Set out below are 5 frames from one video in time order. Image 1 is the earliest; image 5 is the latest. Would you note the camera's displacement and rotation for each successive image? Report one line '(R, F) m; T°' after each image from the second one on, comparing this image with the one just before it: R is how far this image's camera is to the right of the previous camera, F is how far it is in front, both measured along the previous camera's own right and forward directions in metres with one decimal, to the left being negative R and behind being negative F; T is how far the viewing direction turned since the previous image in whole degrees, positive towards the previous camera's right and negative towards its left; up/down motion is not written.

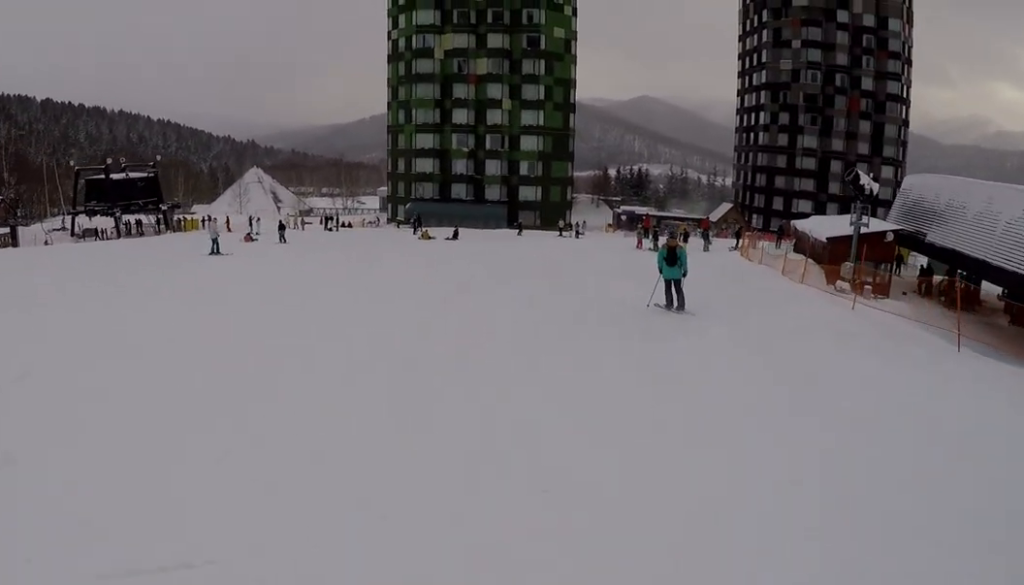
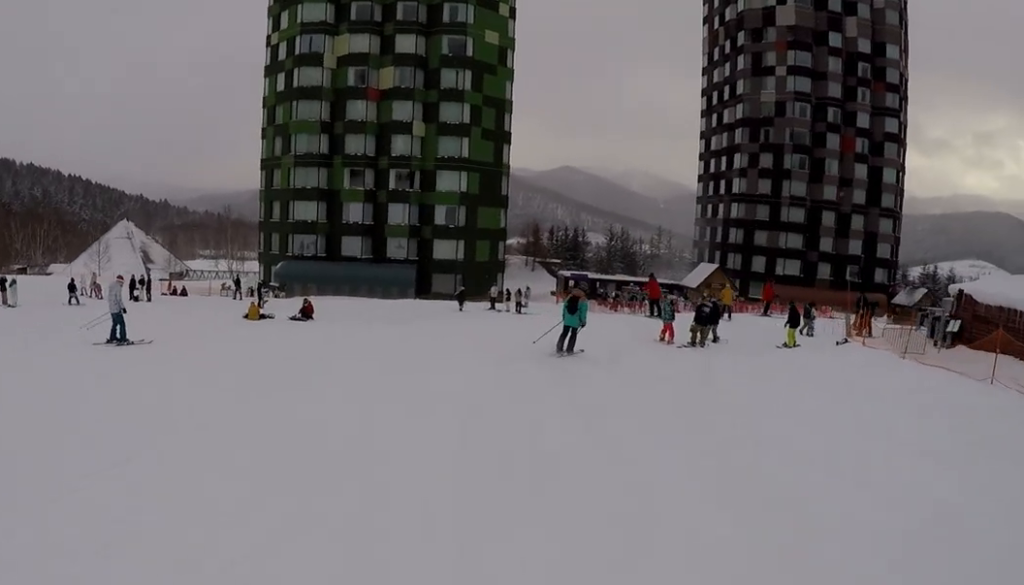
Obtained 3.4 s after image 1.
(-0.5, +22.7) m; +6°
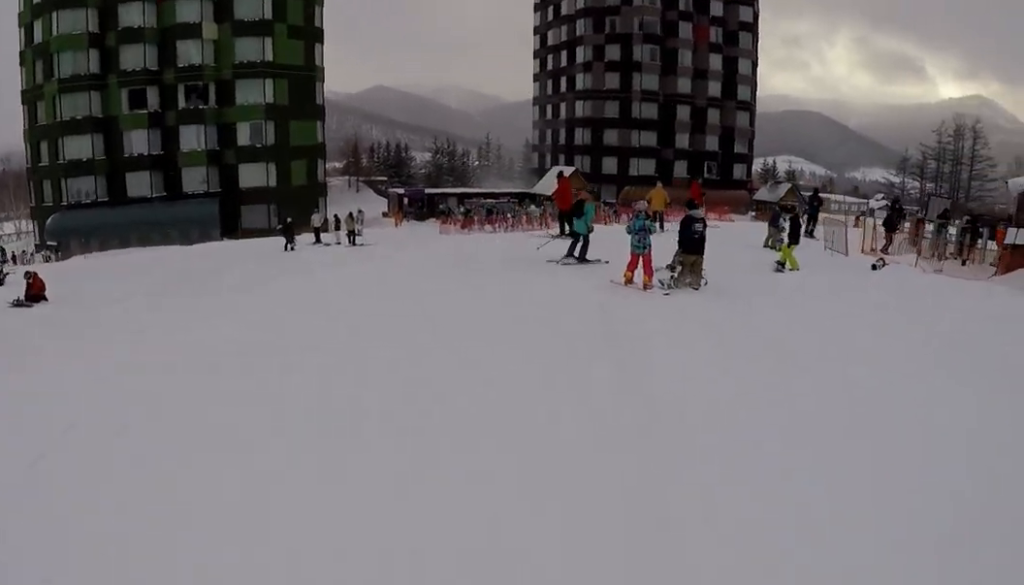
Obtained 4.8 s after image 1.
(+0.7, +8.6) m; +14°
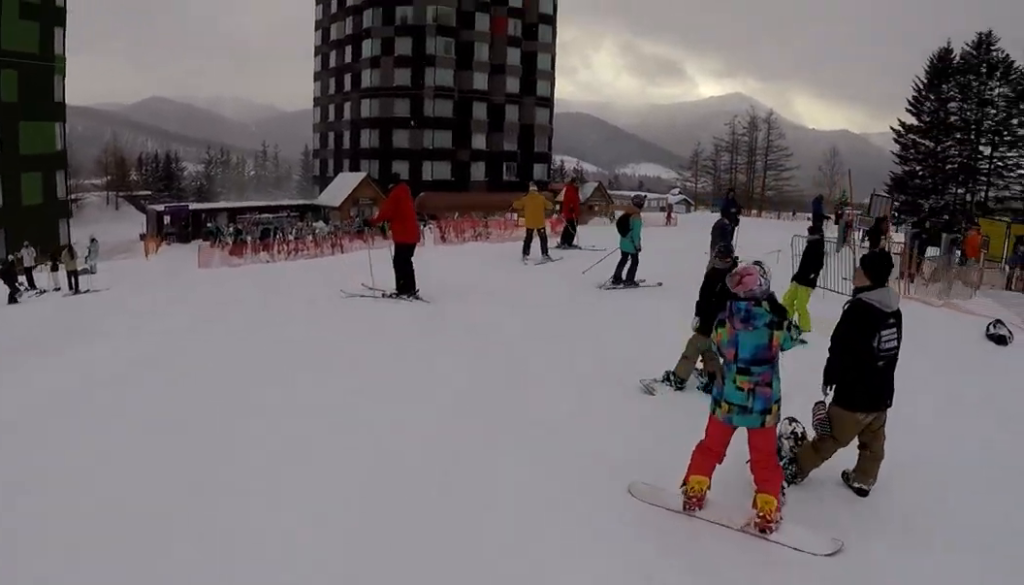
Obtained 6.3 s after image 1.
(+1.9, +7.6) m; +26°
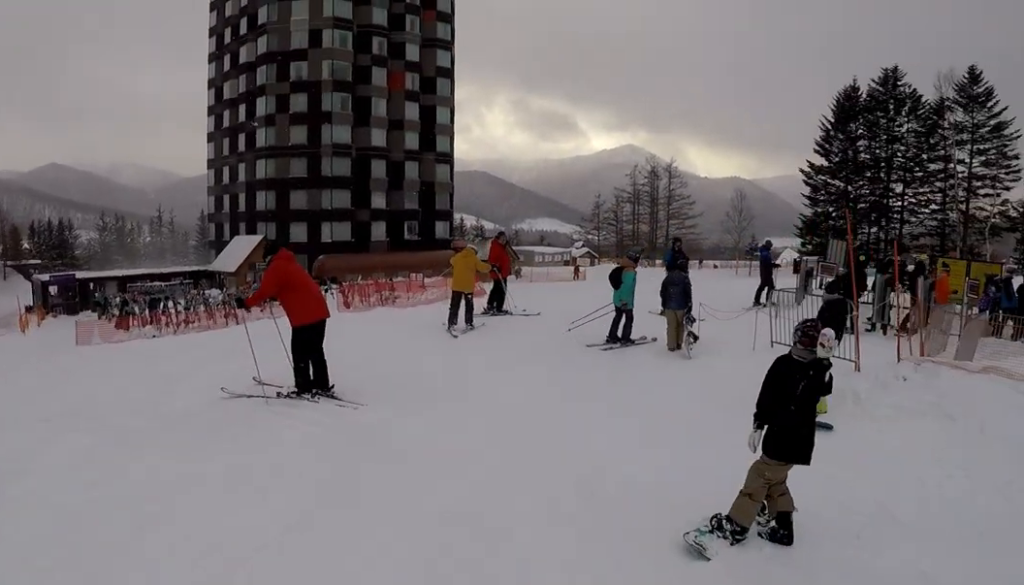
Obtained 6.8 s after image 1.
(0.0, +2.2) m; +8°
